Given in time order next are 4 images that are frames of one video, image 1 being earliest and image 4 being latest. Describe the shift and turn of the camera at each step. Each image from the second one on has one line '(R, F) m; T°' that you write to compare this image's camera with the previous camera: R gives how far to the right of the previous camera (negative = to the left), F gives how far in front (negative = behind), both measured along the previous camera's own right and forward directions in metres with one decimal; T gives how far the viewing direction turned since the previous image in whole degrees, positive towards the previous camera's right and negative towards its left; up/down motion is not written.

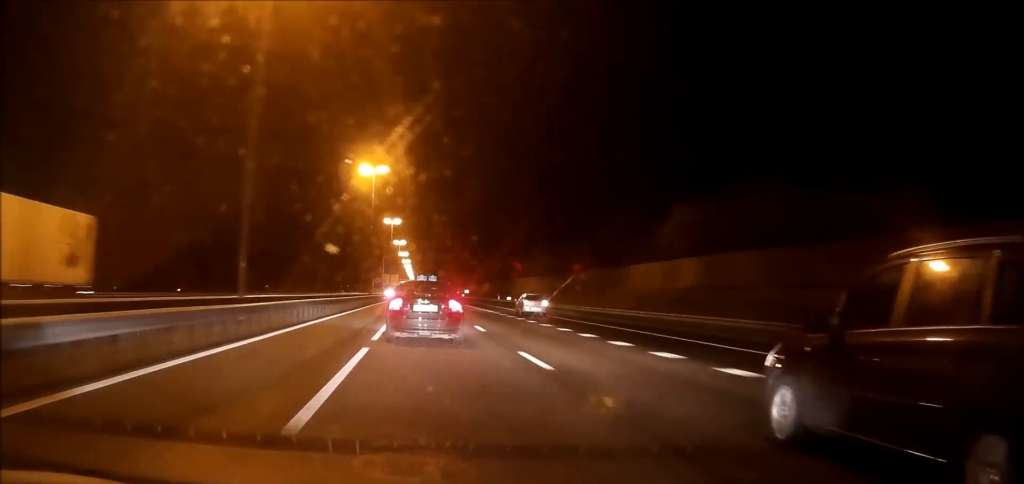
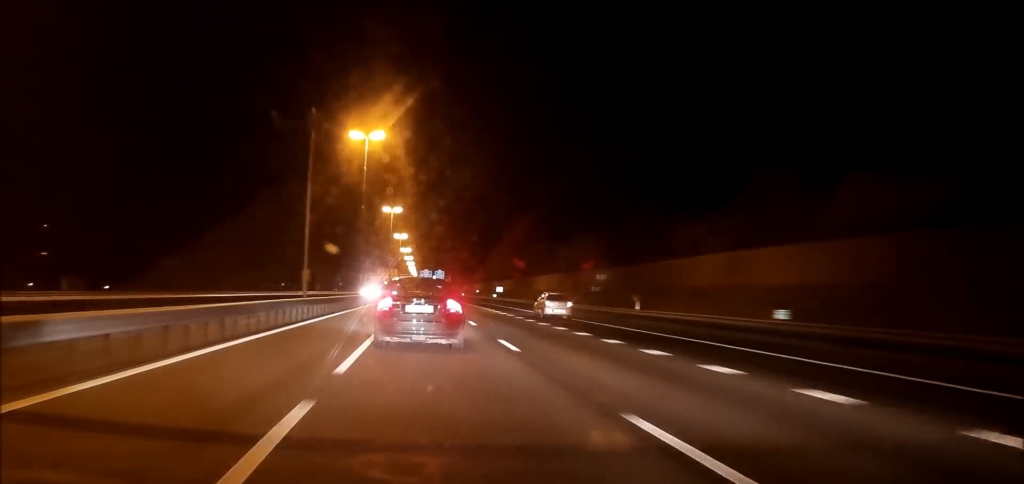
(-0.5, +79.0) m; 0°
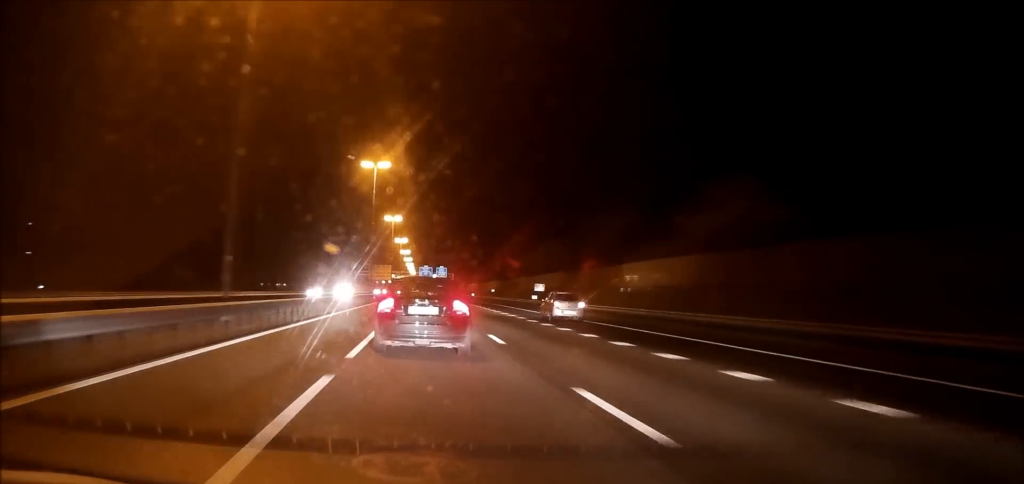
(+0.2, +45.7) m; 0°
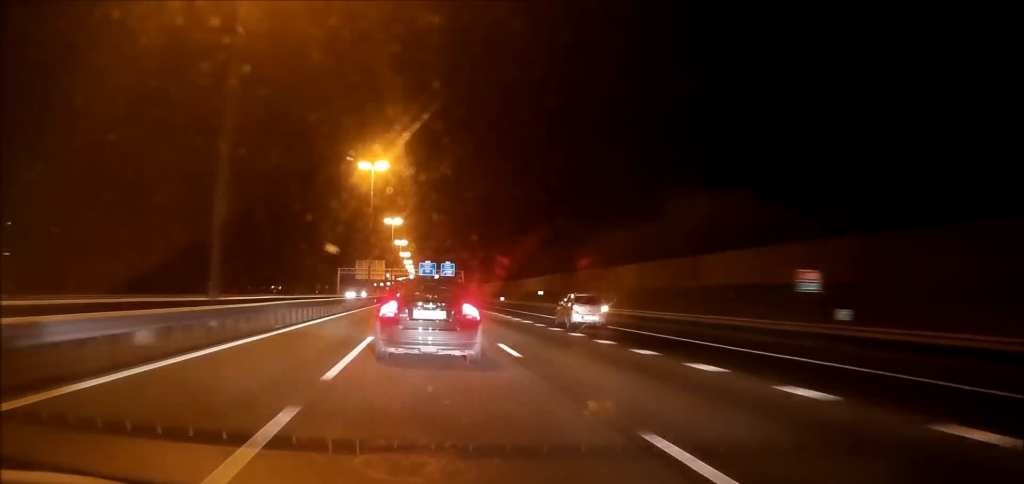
(-0.4, +62.8) m; 0°
